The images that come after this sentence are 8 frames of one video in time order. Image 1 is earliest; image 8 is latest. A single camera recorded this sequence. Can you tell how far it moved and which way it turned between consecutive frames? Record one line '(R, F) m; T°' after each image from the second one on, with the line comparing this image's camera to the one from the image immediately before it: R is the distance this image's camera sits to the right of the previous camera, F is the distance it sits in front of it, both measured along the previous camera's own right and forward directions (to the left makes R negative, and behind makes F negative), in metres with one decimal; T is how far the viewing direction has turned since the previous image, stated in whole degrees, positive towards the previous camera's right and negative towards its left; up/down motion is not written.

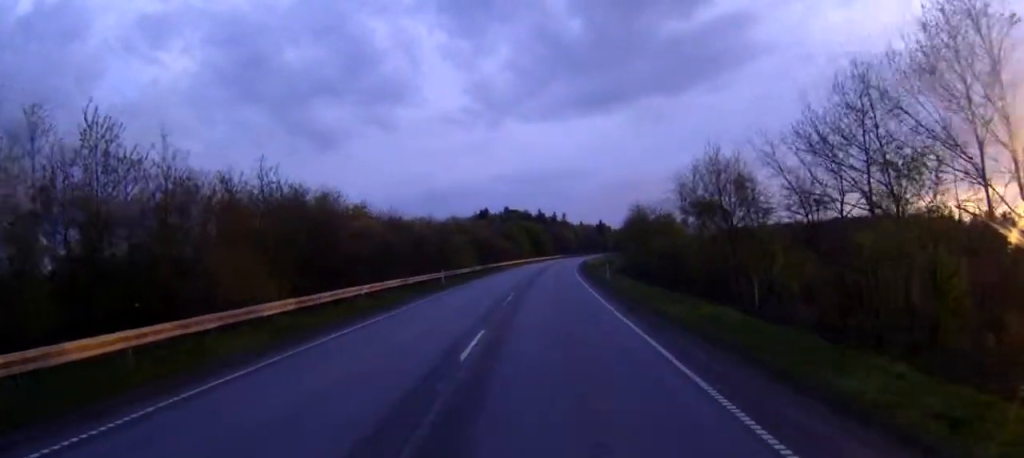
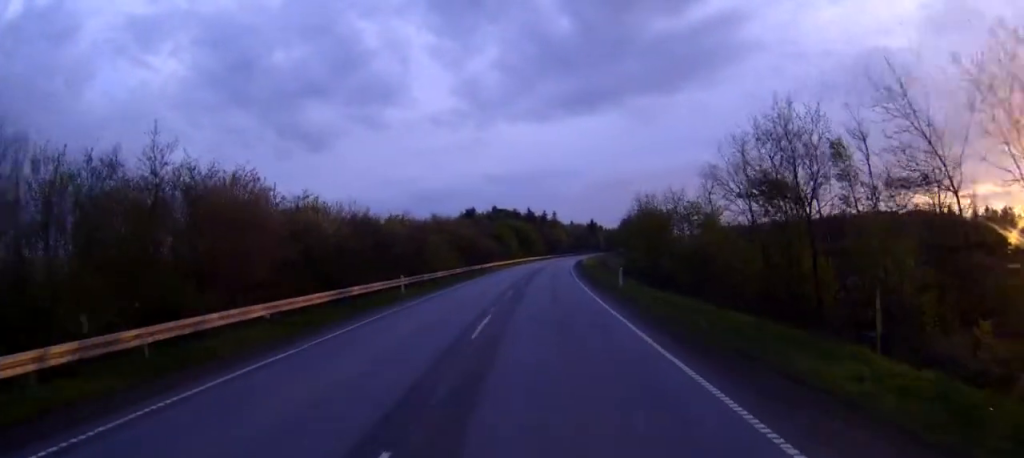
(+0.1, +11.1) m; 0°
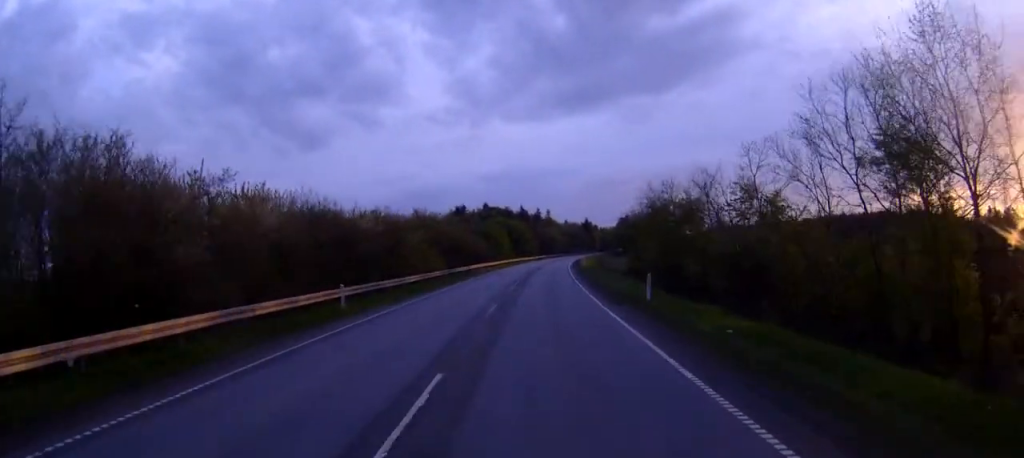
(0.0, +10.2) m; +1°
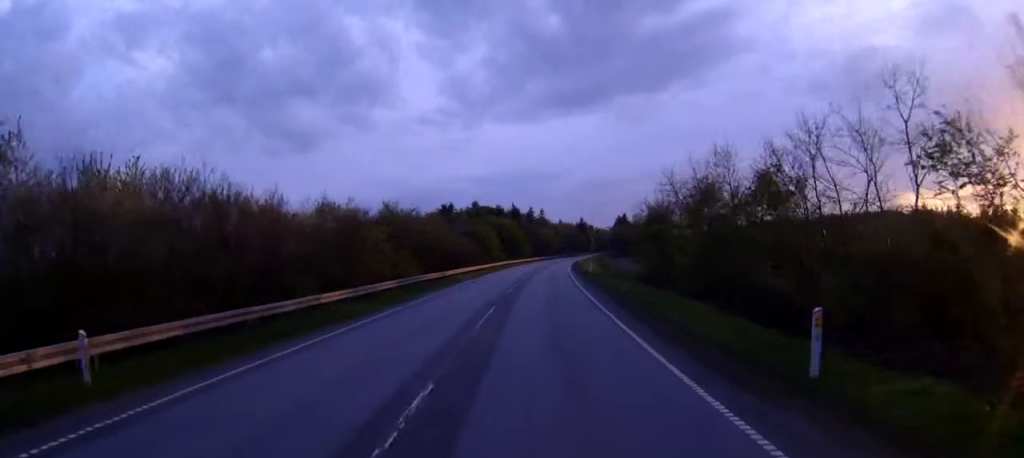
(+0.1, +15.2) m; +1°
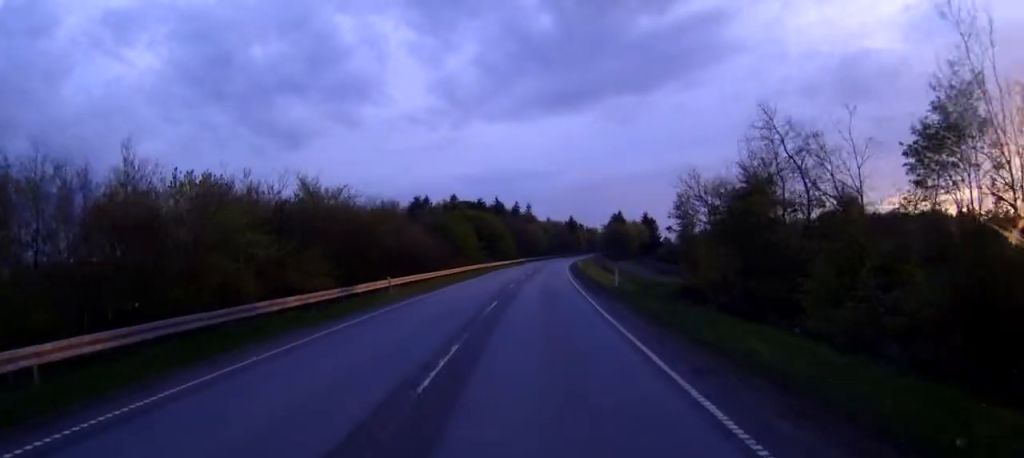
(+0.2, +25.8) m; +1°
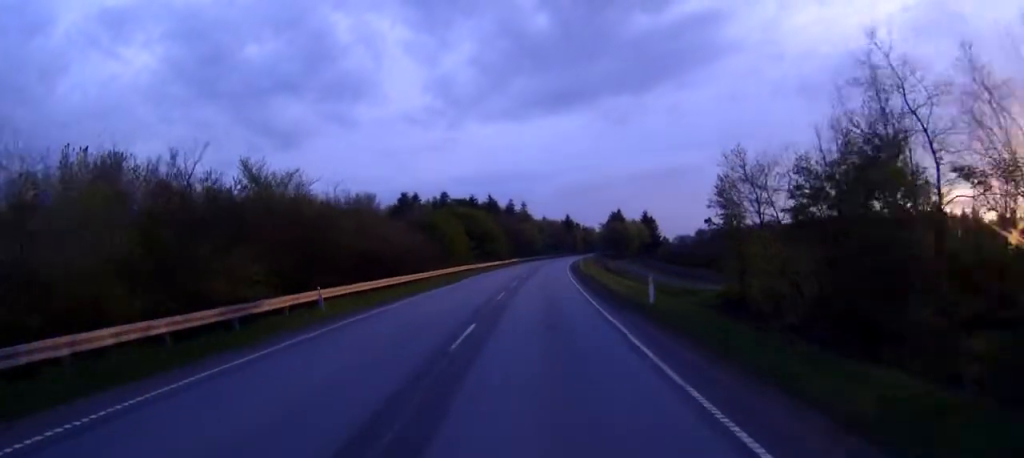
(0.0, +10.7) m; 0°
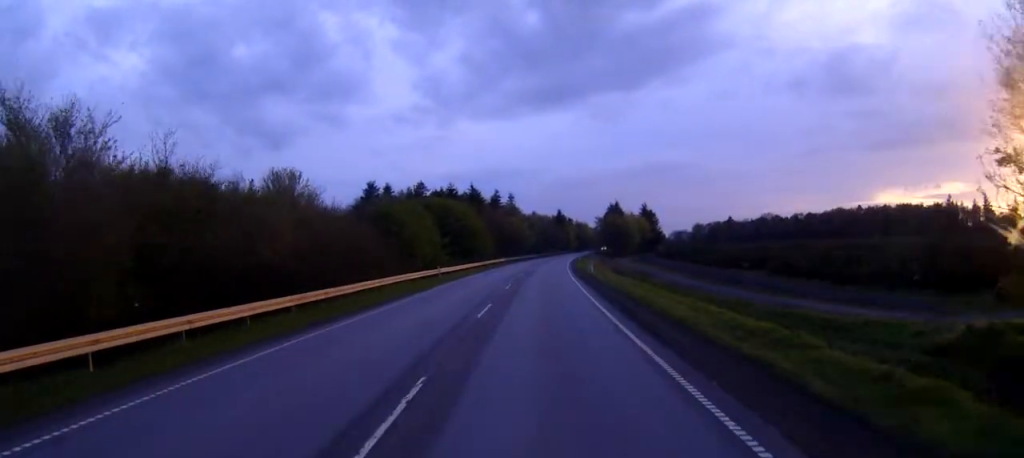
(+0.2, +22.9) m; +1°
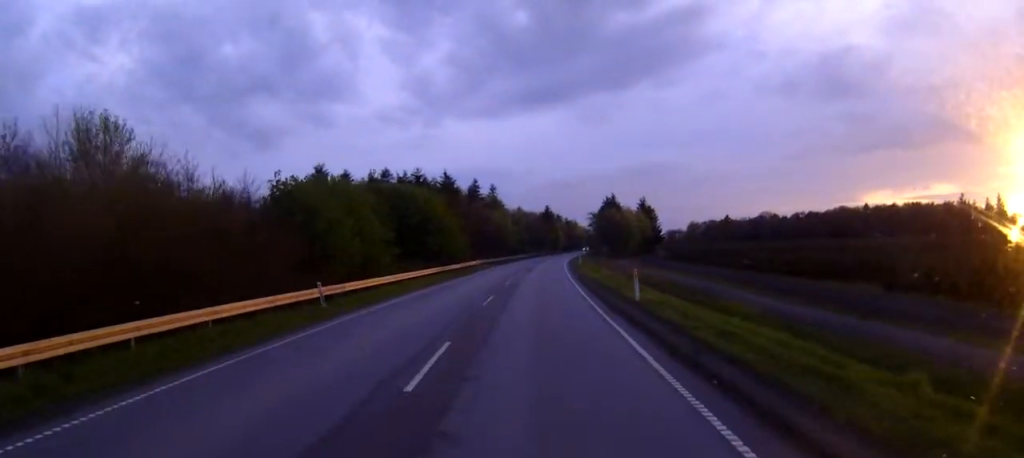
(+0.3, +25.8) m; +1°
